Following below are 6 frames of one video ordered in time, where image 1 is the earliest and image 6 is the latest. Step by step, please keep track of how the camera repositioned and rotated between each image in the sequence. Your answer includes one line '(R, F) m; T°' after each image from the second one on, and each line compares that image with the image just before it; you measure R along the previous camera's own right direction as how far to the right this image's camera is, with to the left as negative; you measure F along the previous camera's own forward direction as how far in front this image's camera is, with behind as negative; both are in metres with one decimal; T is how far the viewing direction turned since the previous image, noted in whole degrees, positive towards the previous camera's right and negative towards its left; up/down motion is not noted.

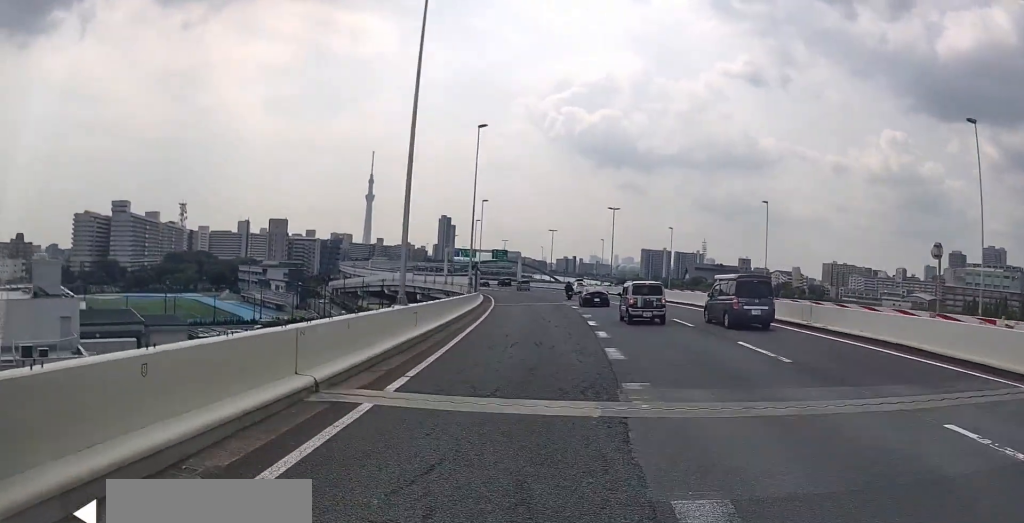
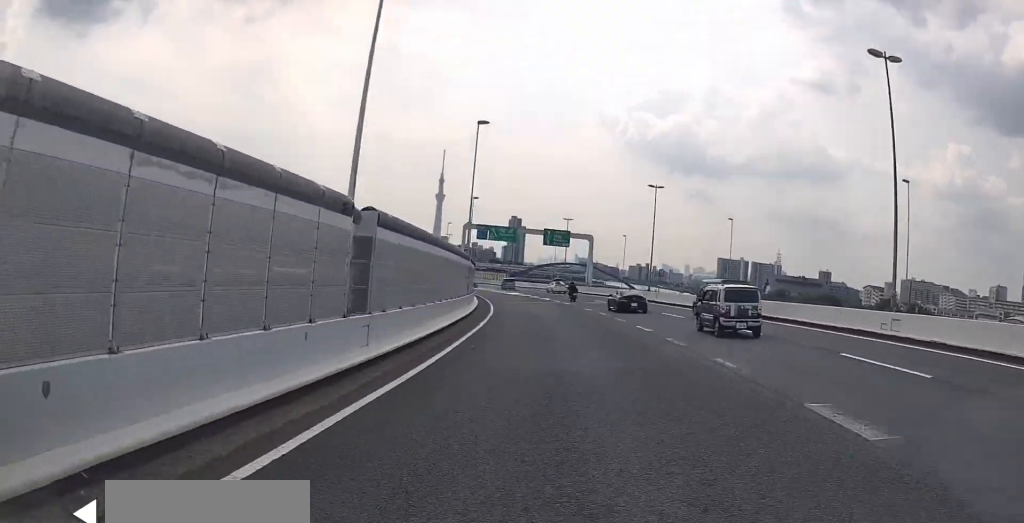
(-0.2, +53.2) m; -4°
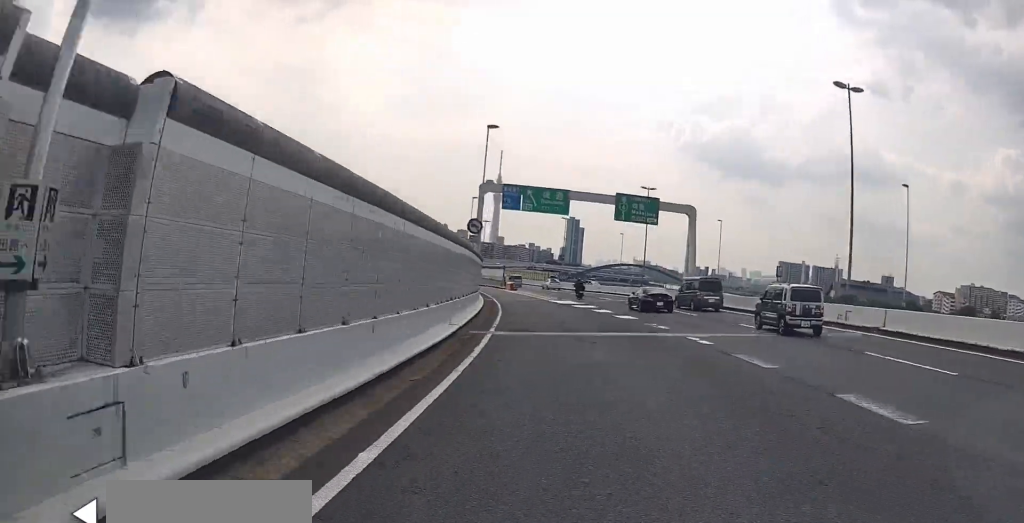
(-2.6, +30.5) m; -6°
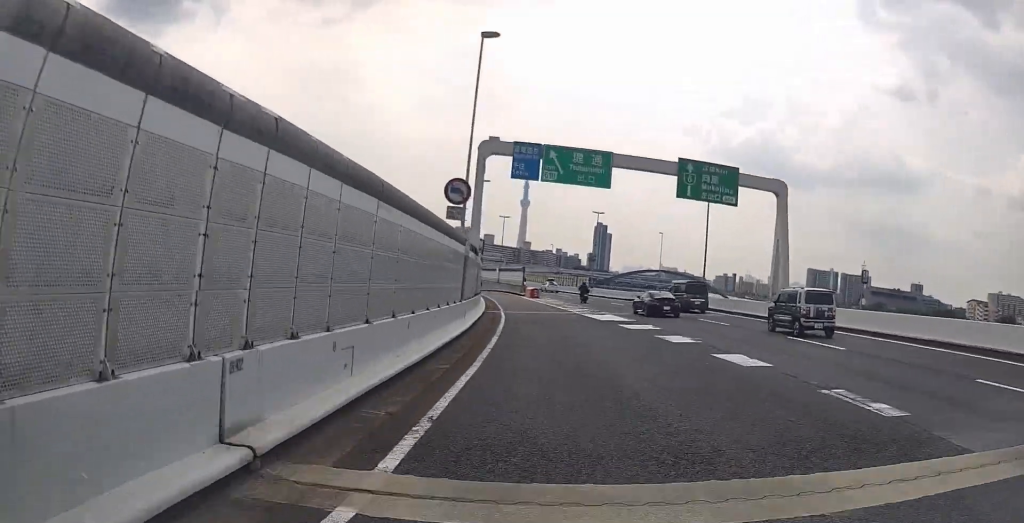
(0.0, +14.2) m; +1°
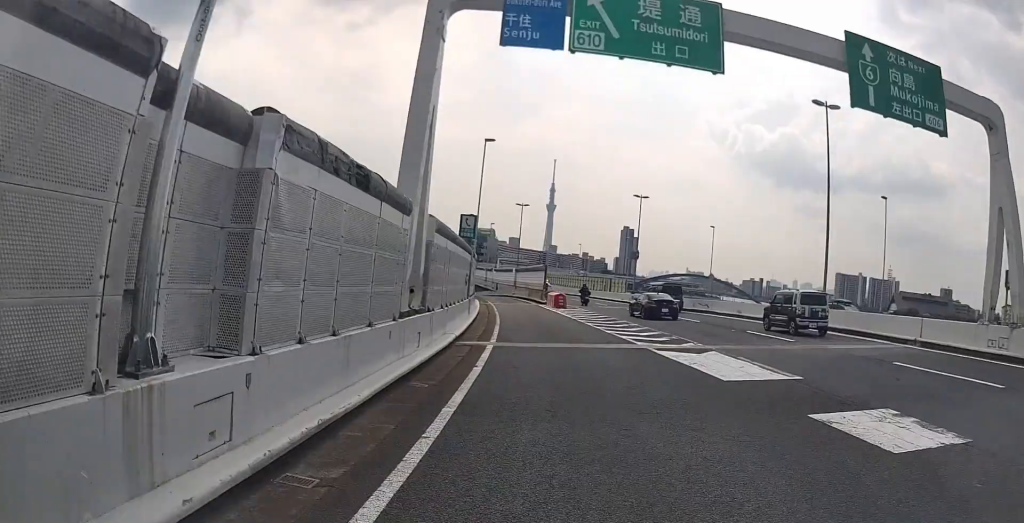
(+0.4, +17.2) m; -3°
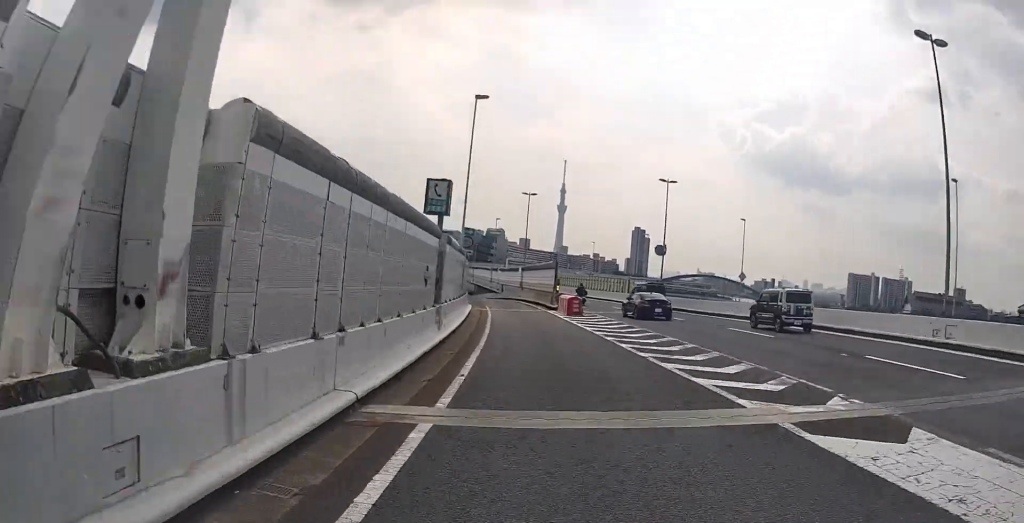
(+0.4, +8.8) m; -2°
